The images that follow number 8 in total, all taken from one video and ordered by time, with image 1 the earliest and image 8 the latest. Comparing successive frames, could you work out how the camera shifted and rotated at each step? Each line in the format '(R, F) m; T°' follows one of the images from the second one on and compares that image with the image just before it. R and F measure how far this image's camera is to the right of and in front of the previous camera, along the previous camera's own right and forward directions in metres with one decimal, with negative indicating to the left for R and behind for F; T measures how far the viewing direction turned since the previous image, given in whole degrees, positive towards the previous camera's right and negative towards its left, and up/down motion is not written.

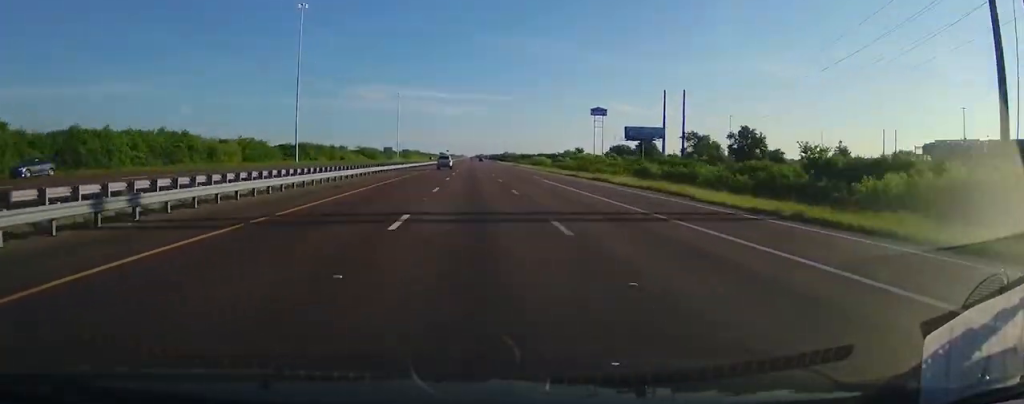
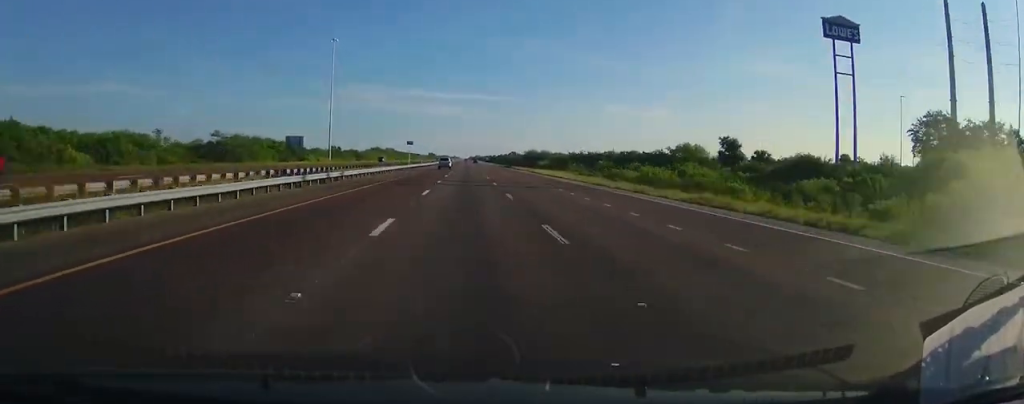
(+0.7, +173.9) m; 0°
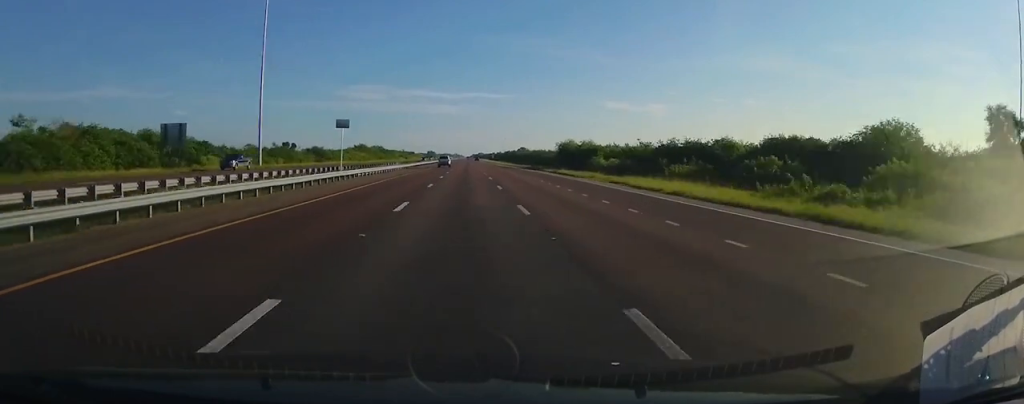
(0.0, +64.0) m; 0°
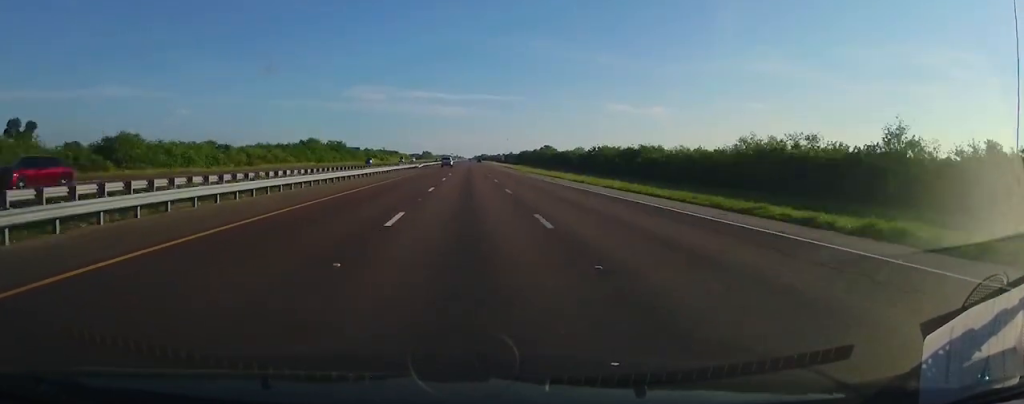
(-0.4, +109.5) m; 0°
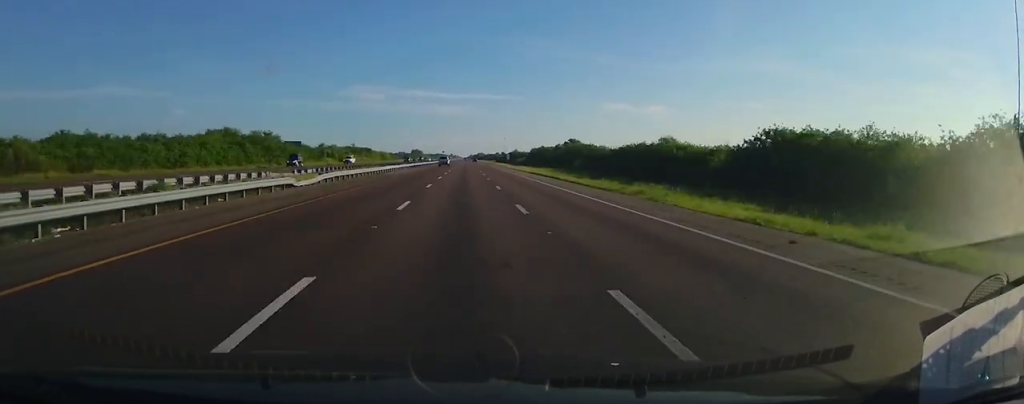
(+0.5, +72.6) m; 0°
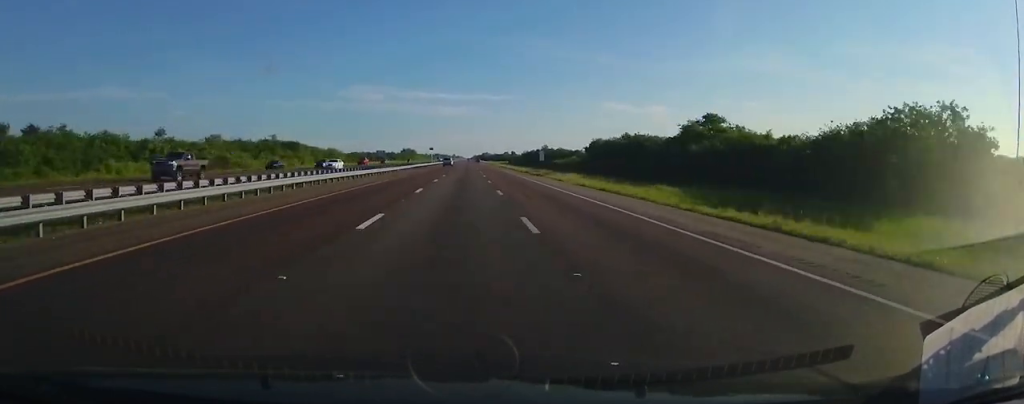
(0.0, +101.3) m; 0°
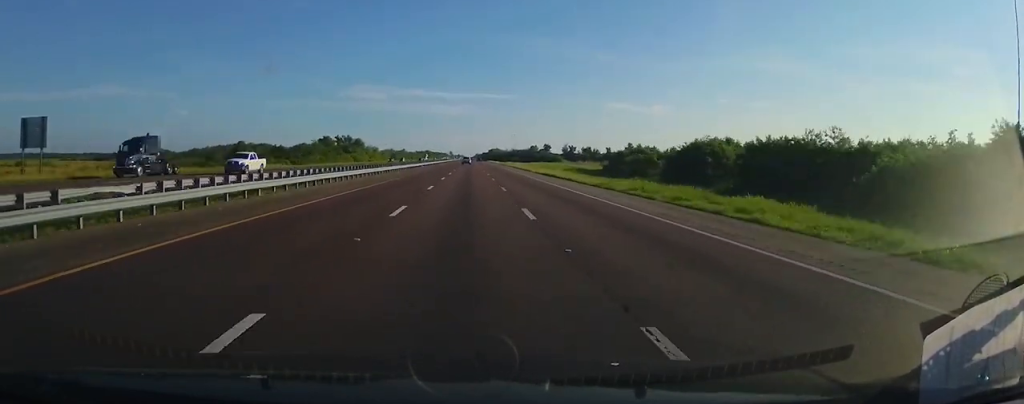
(-0.3, +206.8) m; 0°
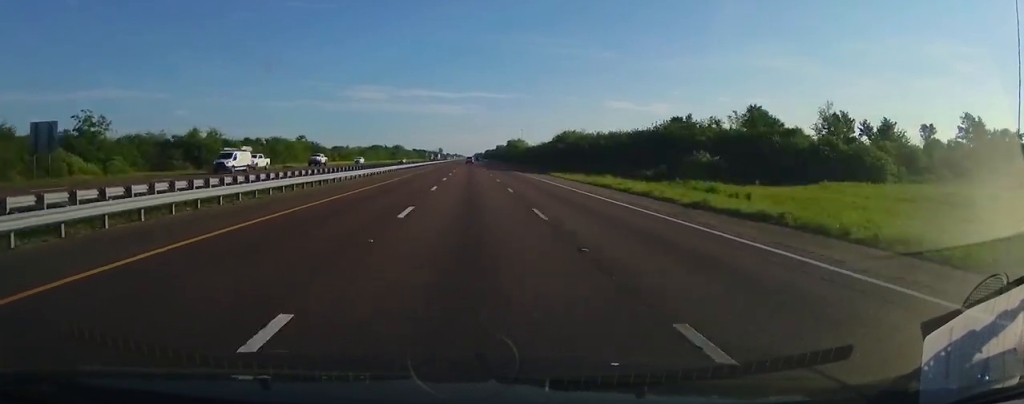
(-0.7, +284.0) m; 0°
